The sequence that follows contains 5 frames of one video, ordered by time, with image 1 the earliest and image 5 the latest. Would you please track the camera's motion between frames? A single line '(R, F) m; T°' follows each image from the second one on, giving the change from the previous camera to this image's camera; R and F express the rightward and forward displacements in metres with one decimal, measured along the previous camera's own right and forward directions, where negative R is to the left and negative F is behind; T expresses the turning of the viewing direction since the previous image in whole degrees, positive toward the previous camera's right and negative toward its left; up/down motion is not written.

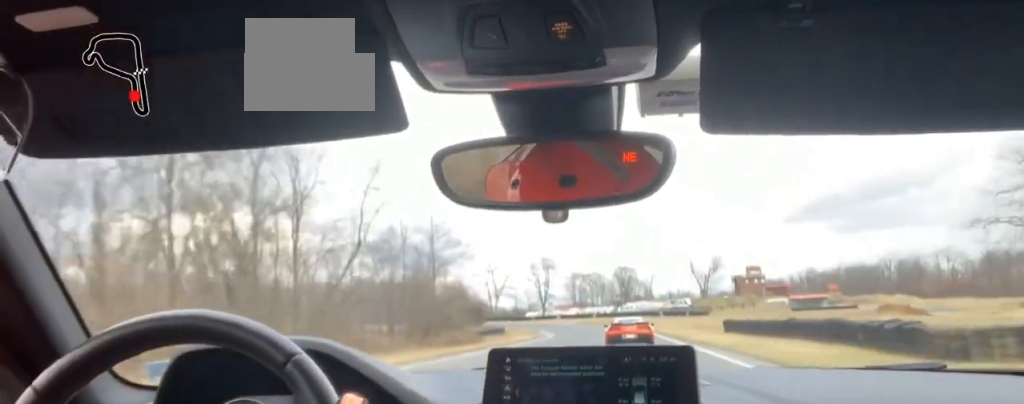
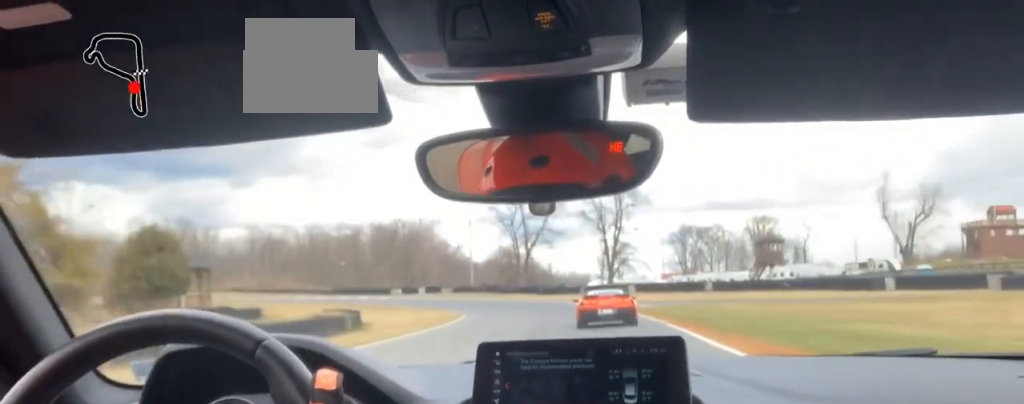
(-0.8, +114.3) m; -4°
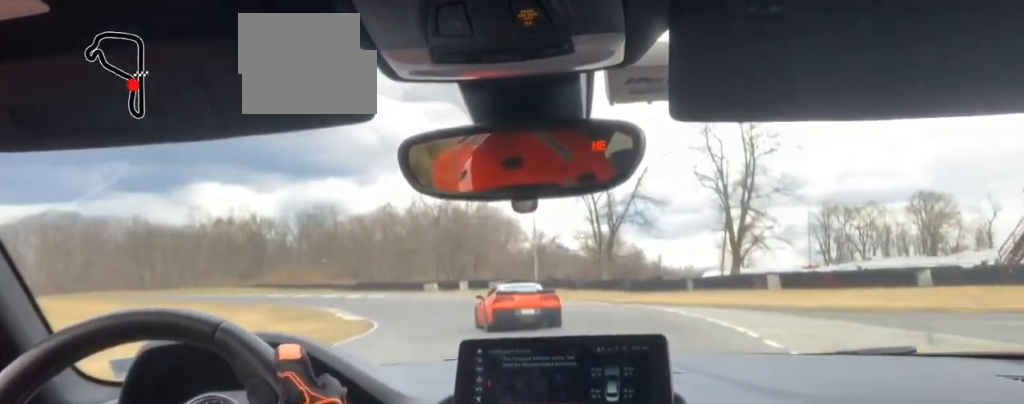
(-2.8, +45.0) m; -11°
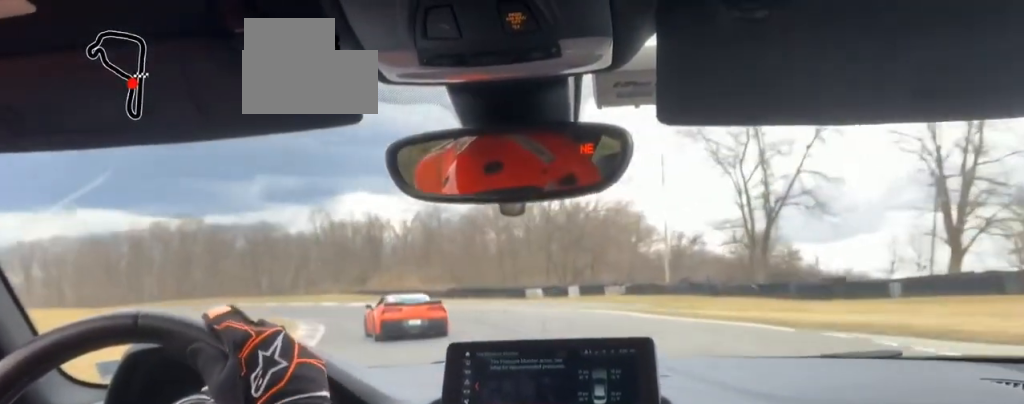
(-0.1, +25.1) m; -13°
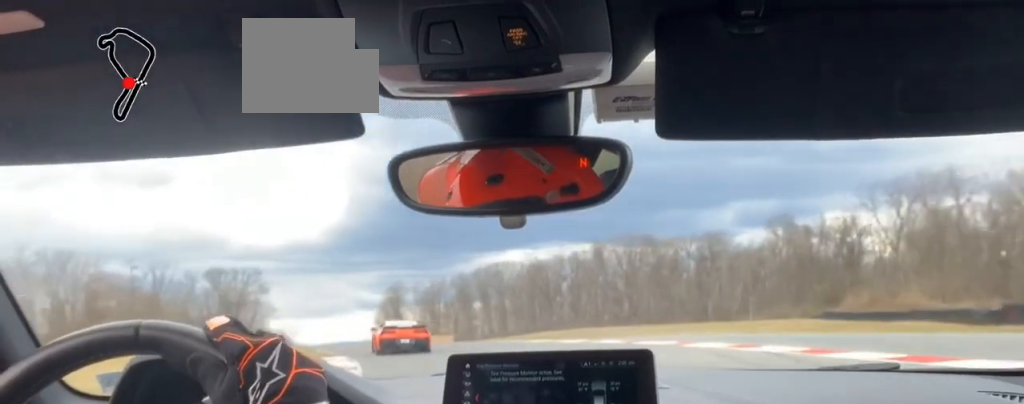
(-12.5, +45.6) m; -17°
